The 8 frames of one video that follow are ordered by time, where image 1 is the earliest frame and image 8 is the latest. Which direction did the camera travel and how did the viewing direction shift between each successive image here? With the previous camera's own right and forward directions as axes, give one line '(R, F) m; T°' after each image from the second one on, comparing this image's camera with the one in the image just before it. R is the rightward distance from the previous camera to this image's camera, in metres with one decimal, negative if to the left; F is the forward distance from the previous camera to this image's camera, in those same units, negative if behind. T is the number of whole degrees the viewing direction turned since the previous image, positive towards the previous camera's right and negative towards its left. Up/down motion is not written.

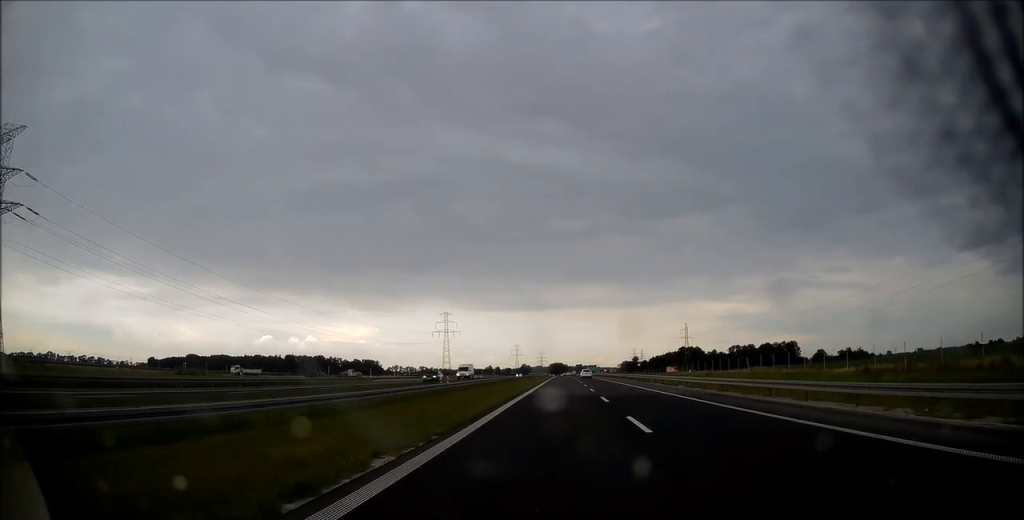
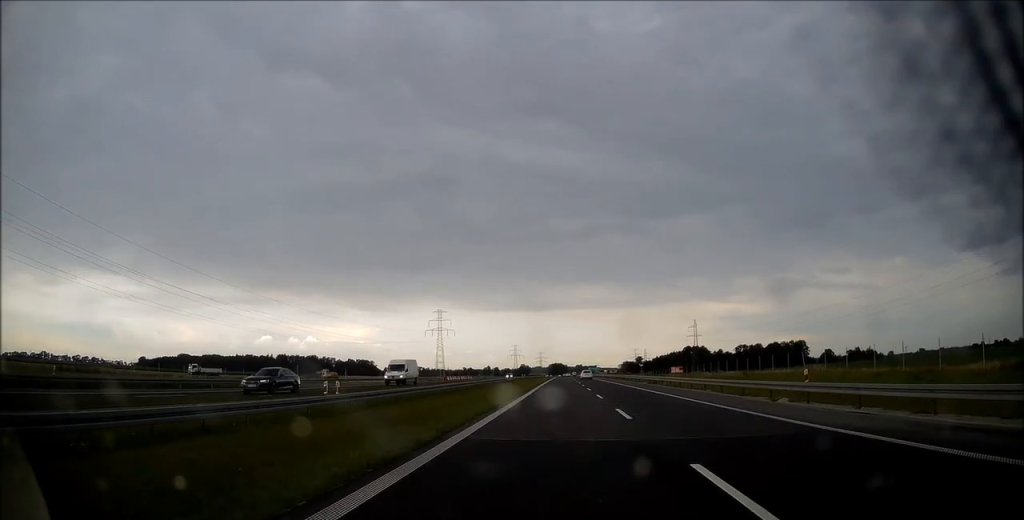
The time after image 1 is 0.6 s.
(-0.1, +20.1) m; 0°
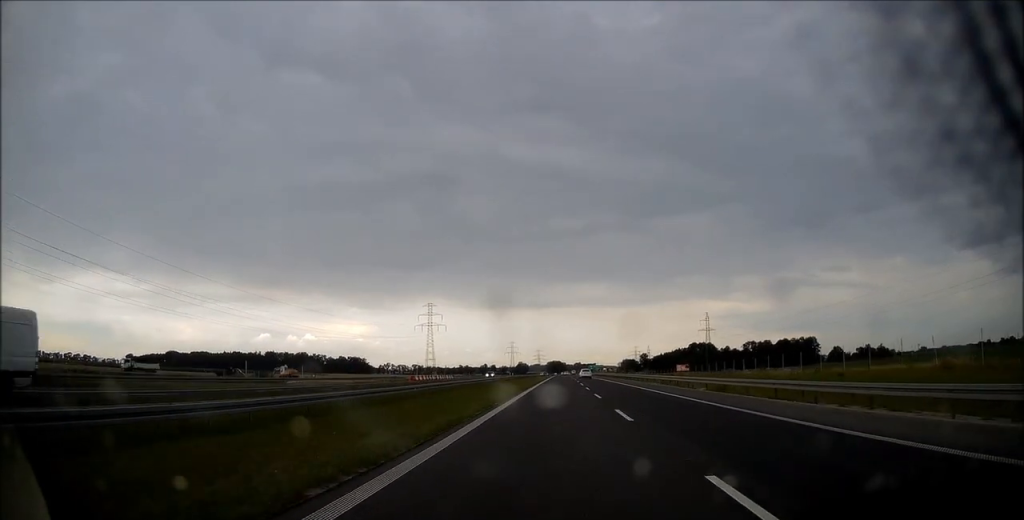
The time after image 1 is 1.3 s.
(+0.2, +24.8) m; 0°
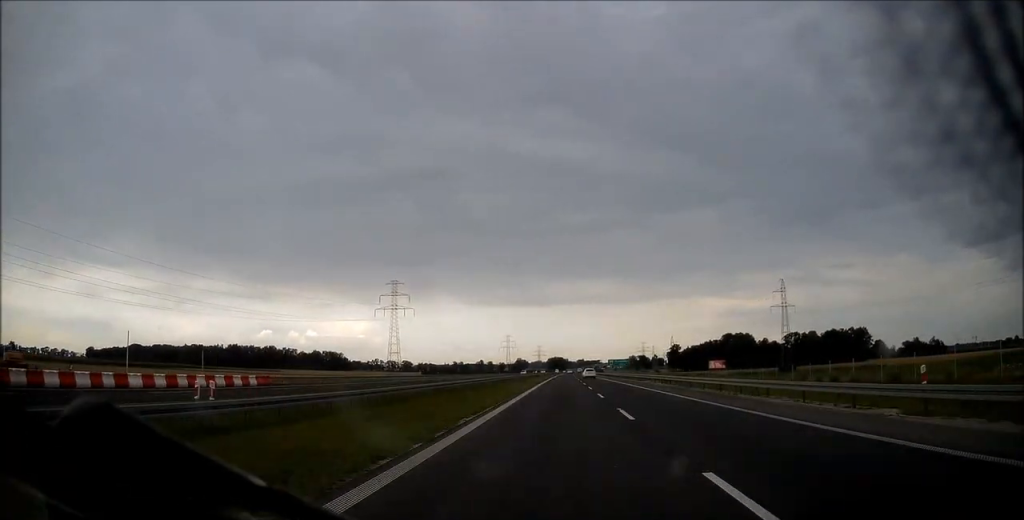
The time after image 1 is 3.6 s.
(-0.4, +82.8) m; 0°
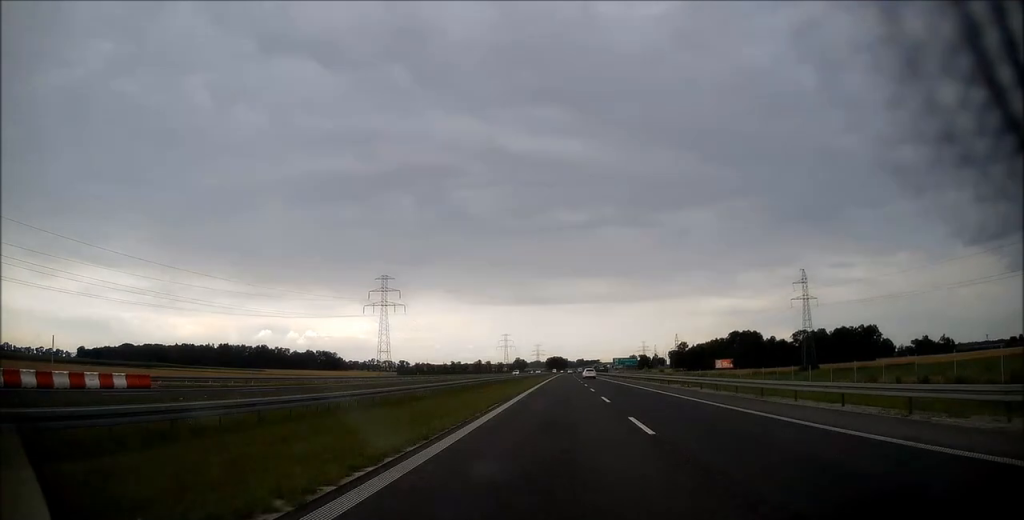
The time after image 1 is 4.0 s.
(+0.1, +15.3) m; 0°
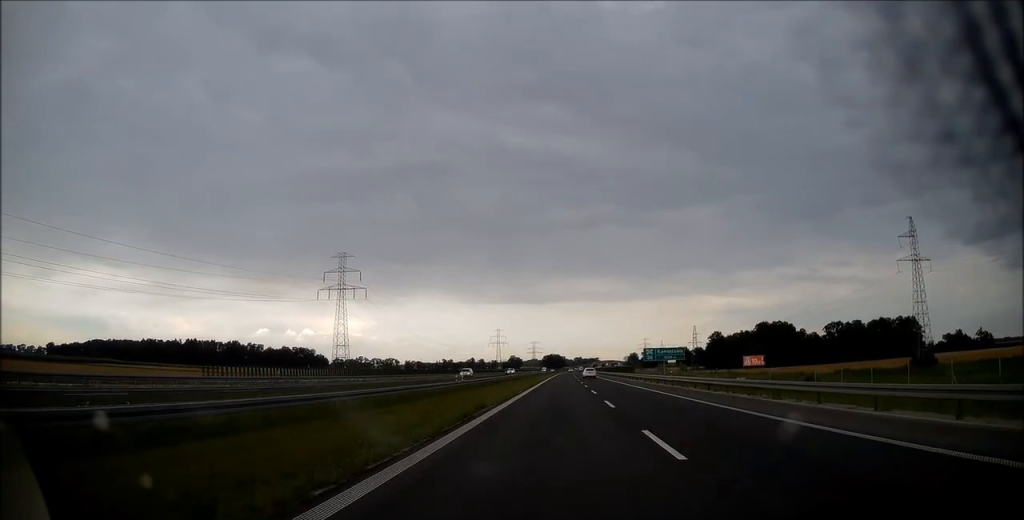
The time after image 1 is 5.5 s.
(-0.1, +50.6) m; 0°
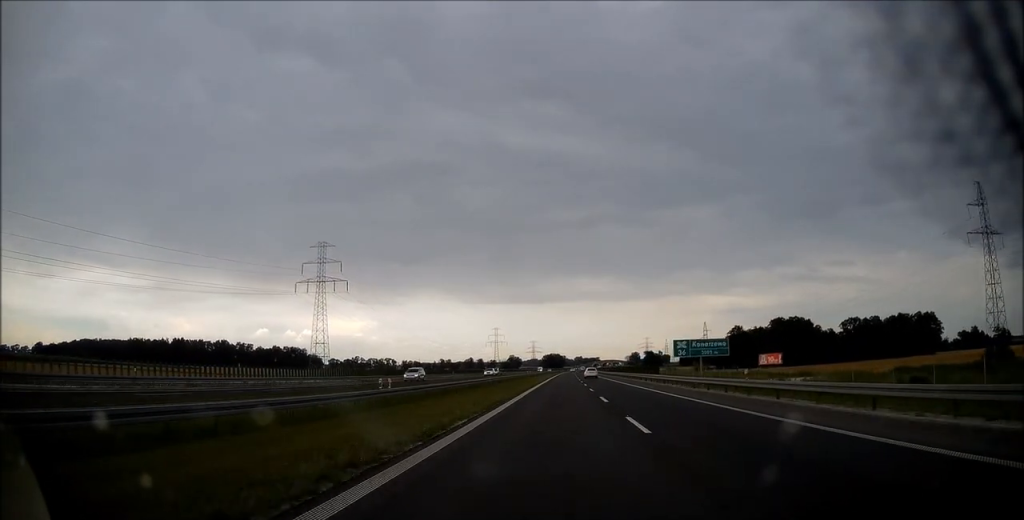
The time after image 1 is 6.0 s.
(+0.1, +19.9) m; 0°
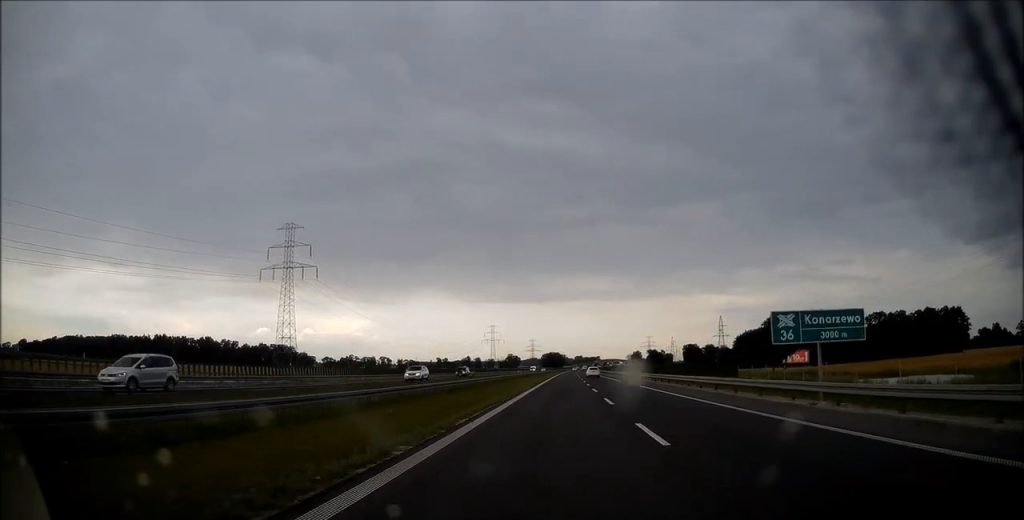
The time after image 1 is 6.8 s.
(+0.1, +25.7) m; 0°
